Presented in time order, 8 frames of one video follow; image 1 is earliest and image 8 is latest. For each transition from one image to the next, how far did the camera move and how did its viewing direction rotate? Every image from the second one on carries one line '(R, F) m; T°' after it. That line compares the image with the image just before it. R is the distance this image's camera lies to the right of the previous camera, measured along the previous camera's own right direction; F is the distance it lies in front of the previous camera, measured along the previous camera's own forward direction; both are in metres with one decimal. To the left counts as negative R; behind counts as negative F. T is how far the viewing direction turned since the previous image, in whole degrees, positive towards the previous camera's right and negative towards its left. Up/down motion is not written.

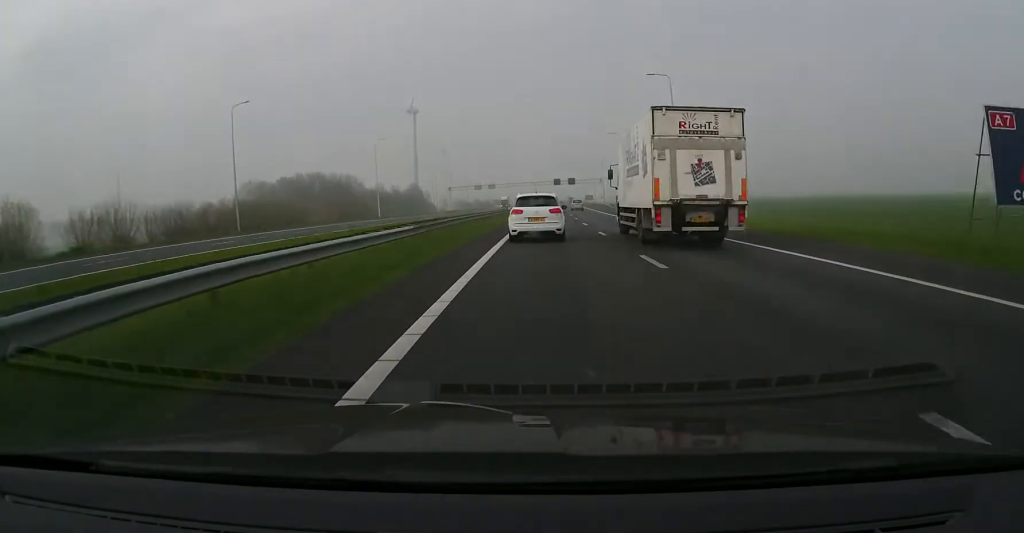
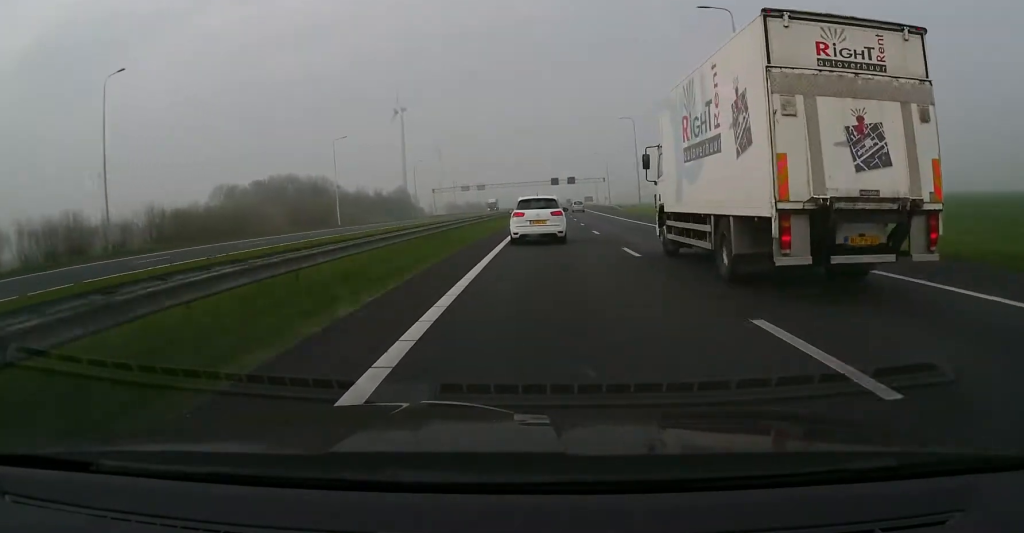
(0.0, +20.5) m; 0°
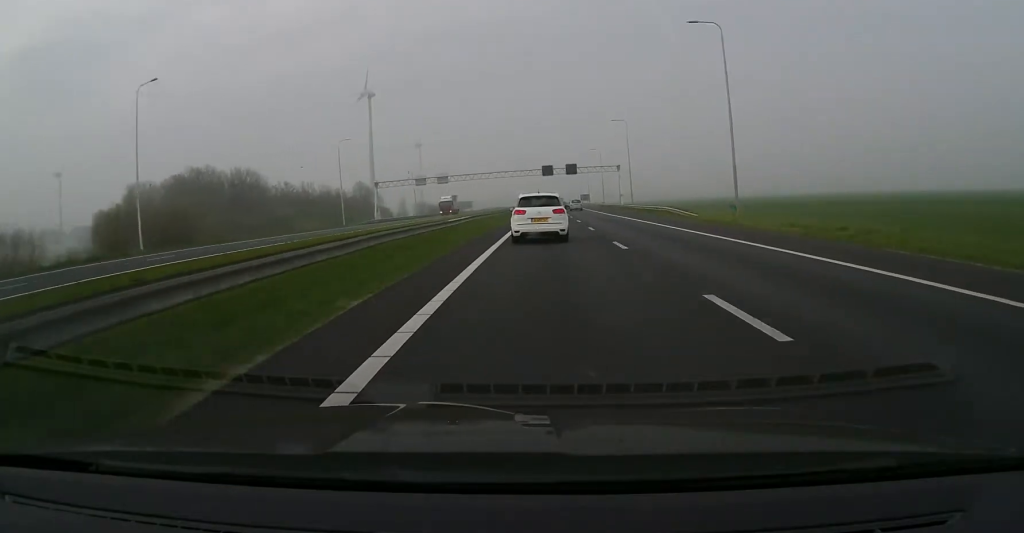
(+0.7, +46.5) m; +1°
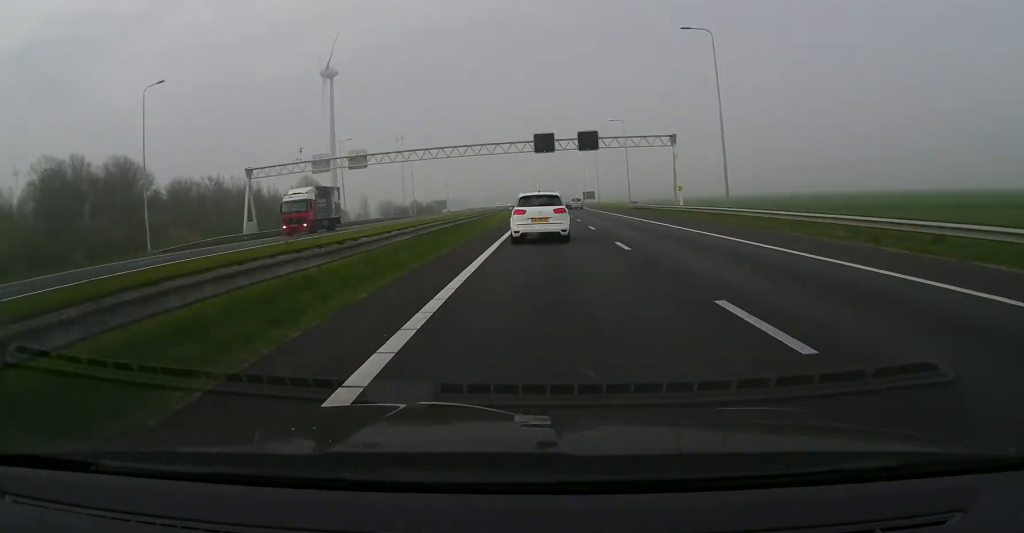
(+0.3, +50.6) m; +1°
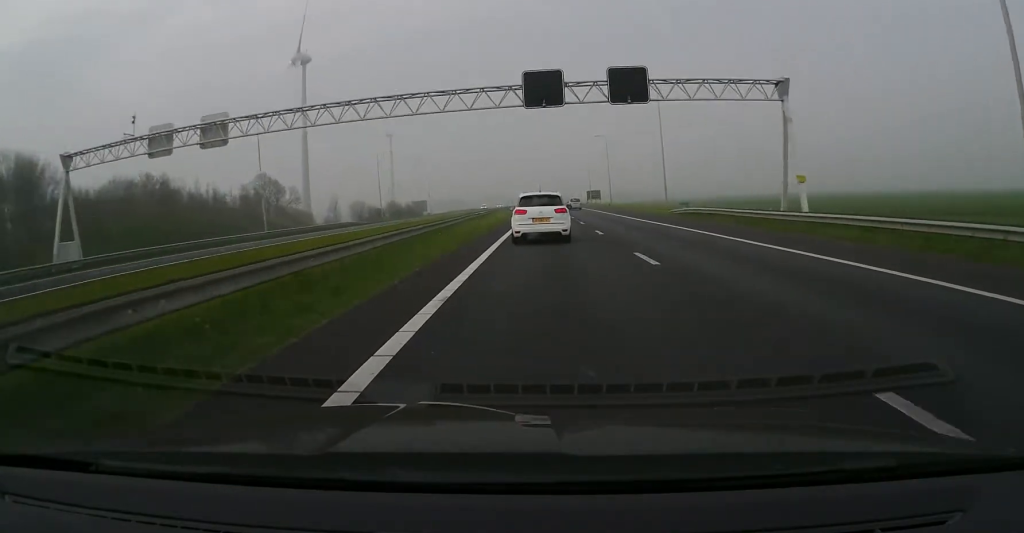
(+0.1, +31.6) m; 0°
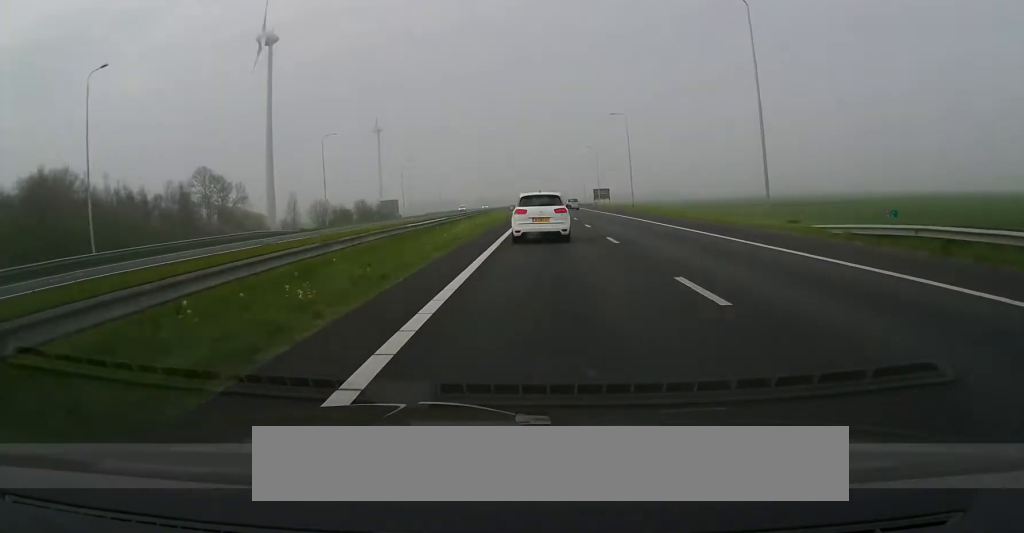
(+0.1, +28.1) m; 0°
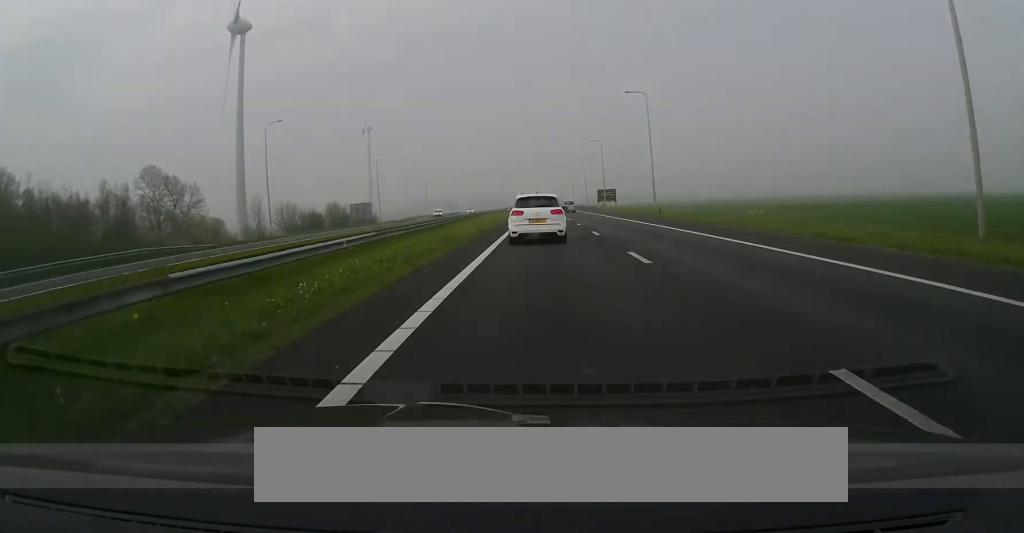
(+0.1, +17.0) m; 0°
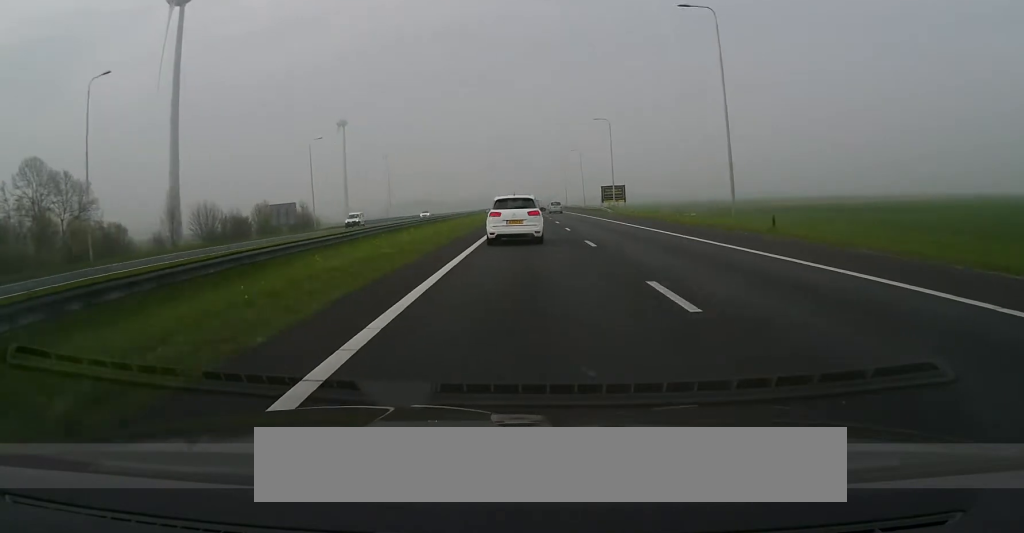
(+0.1, +28.0) m; 0°
